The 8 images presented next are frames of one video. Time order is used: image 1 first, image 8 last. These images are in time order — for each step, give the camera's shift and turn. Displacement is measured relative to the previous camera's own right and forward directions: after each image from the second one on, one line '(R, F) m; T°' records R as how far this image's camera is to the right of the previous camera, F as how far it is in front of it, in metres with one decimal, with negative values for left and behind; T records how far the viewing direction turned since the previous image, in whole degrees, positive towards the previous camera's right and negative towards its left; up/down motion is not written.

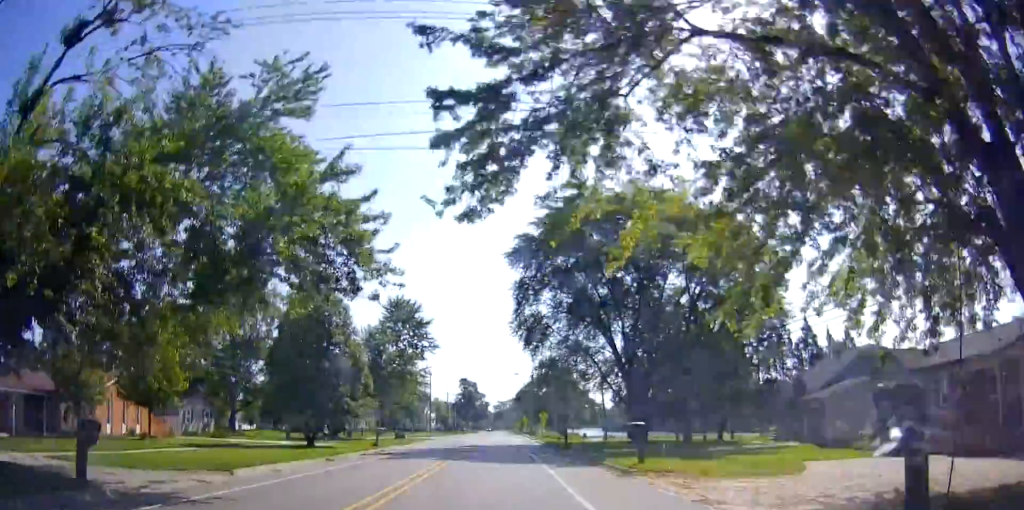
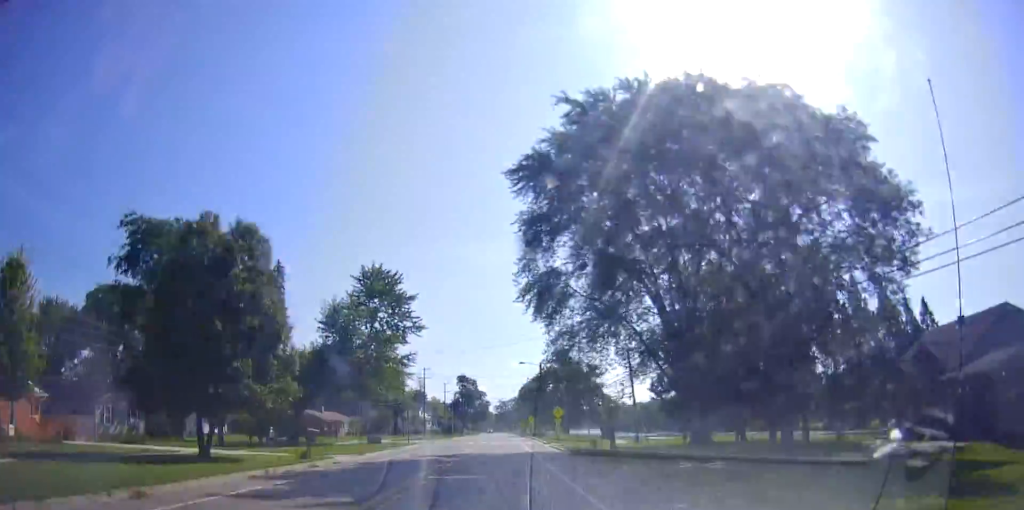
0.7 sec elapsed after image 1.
(-0.2, +14.8) m; 0°
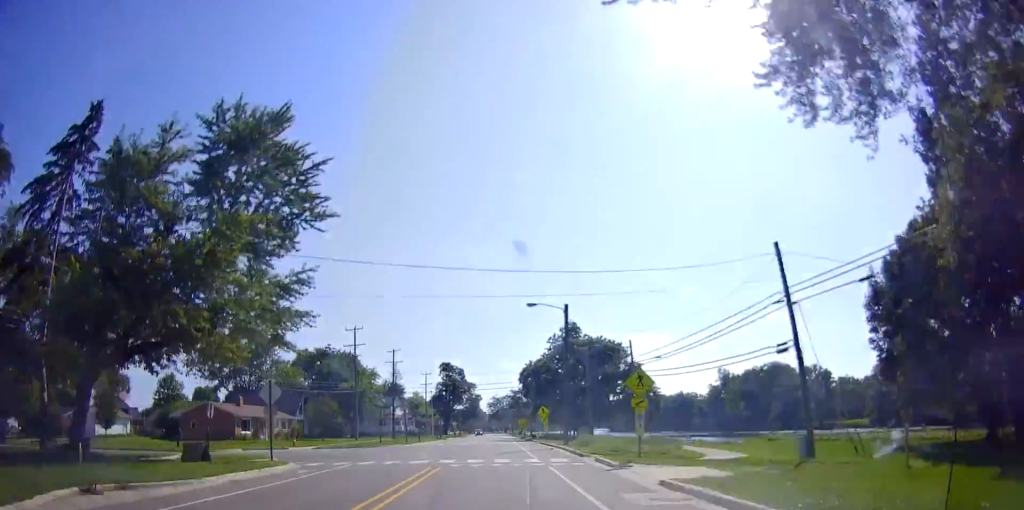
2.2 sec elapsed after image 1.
(+0.3, +31.8) m; 0°
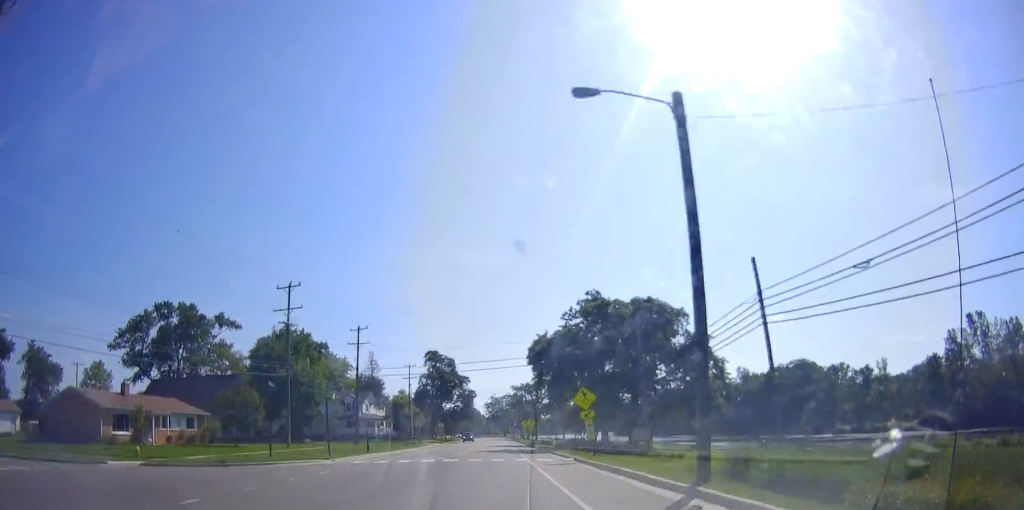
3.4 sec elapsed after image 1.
(-0.1, +24.7) m; 0°
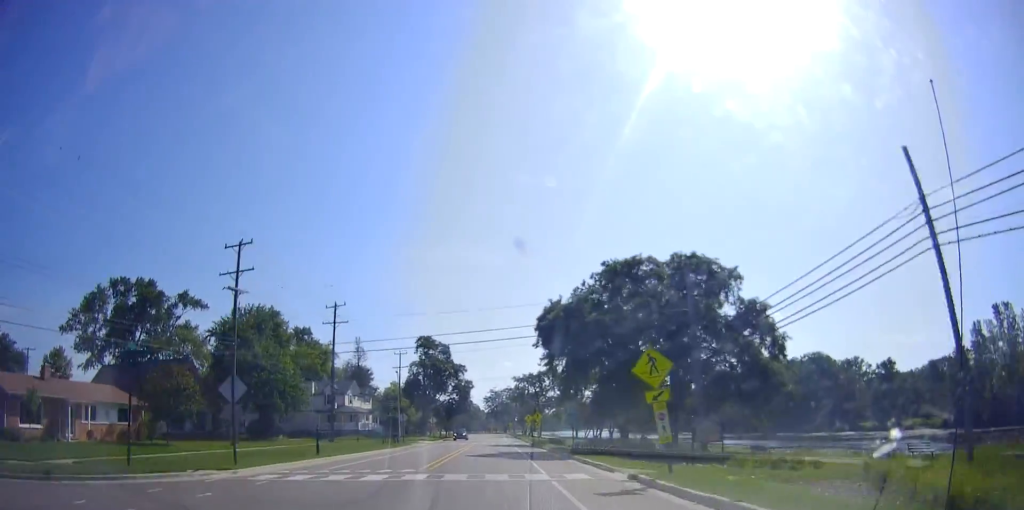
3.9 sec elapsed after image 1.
(+0.2, +11.3) m; 0°
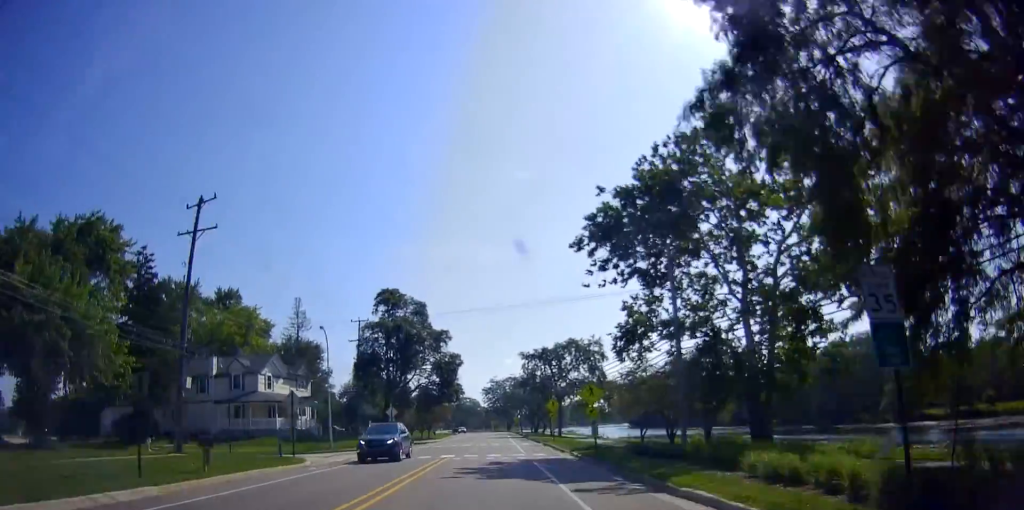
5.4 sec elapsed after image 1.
(-0.2, +32.6) m; +1°
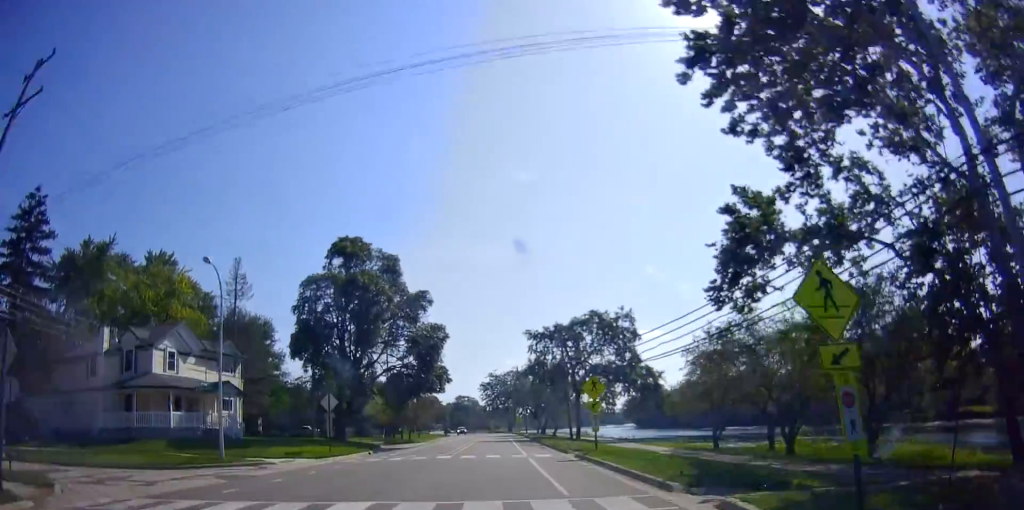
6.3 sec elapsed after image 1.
(+0.2, +18.4) m; 0°
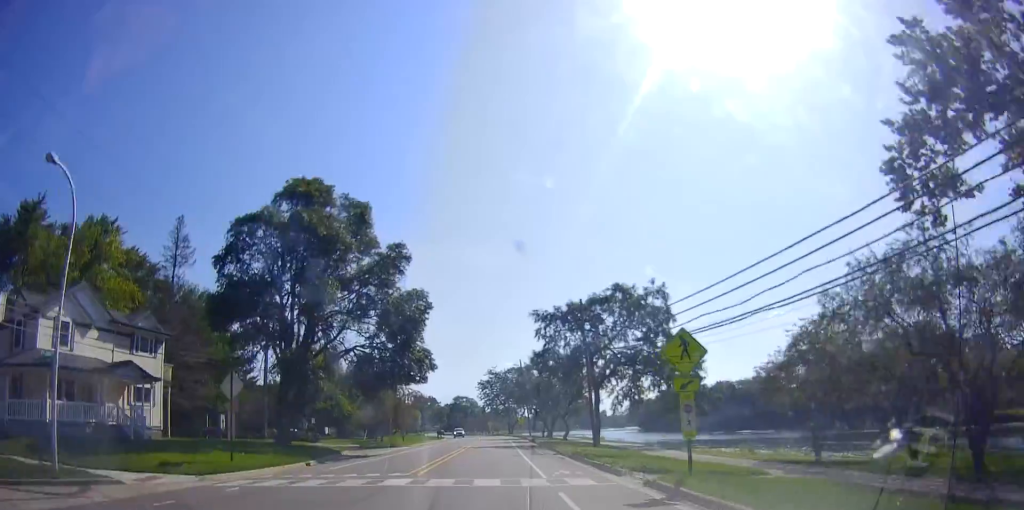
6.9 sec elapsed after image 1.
(+0.1, +11.9) m; -1°
